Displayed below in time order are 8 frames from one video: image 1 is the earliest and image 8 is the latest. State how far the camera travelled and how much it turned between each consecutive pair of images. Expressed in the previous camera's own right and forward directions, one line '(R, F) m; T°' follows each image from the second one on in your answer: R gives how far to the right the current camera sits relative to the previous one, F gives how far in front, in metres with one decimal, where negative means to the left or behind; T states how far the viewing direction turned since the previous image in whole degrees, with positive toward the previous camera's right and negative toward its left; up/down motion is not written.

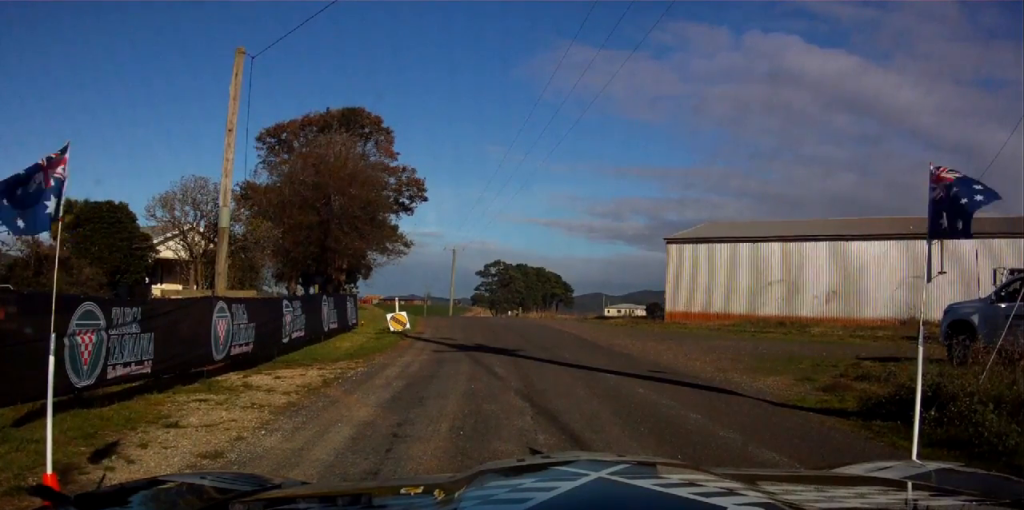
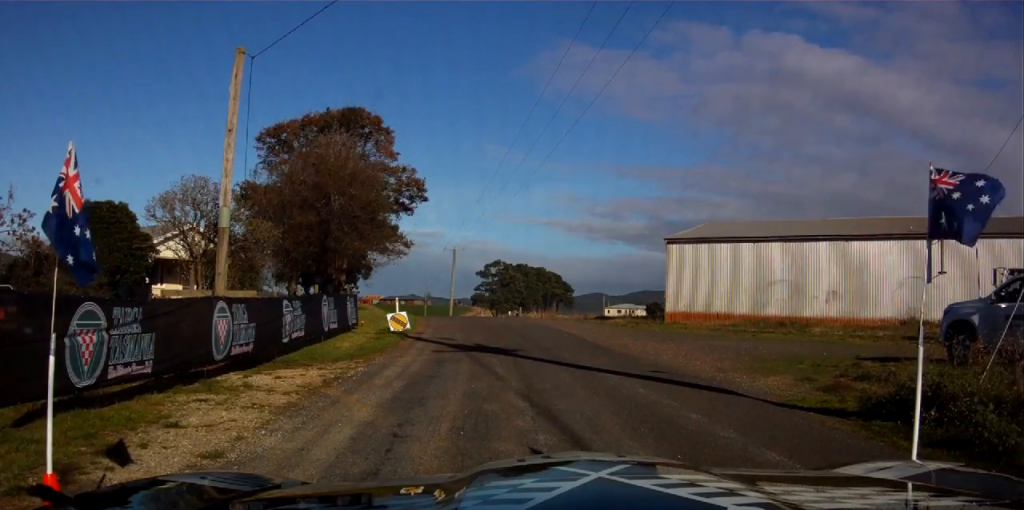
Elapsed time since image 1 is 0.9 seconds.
(+0.1, -0.1) m; 0°
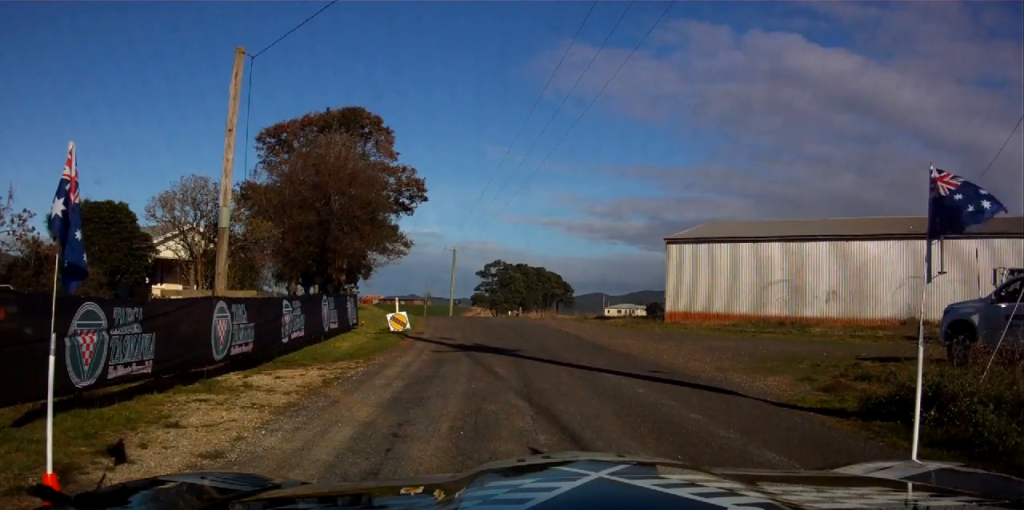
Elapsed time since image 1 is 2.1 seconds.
(0.0, 0.0) m; 0°
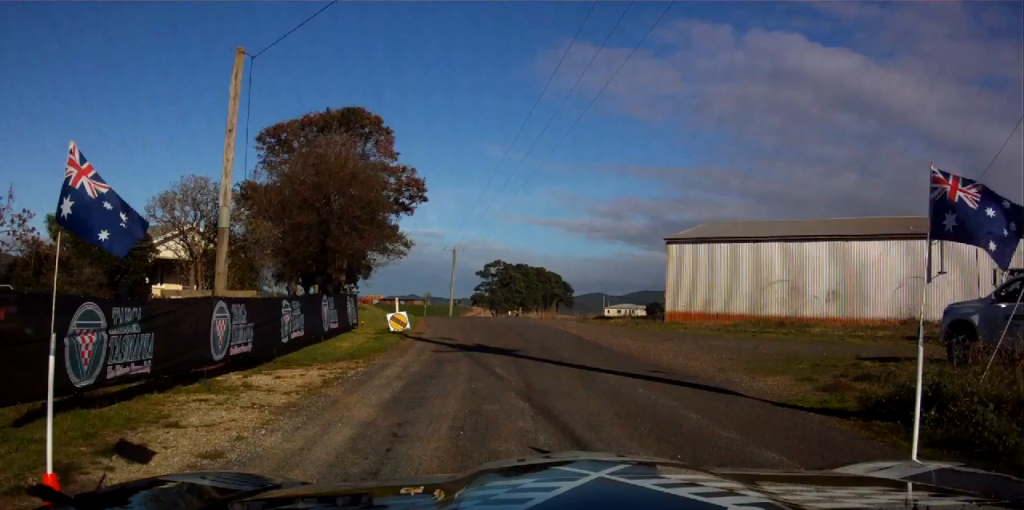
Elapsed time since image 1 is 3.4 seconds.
(0.0, 0.0) m; 0°
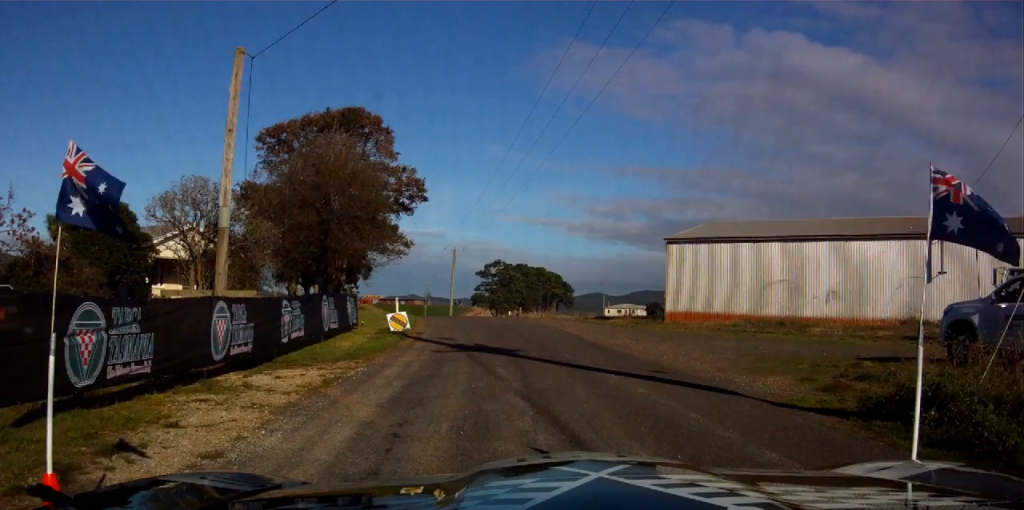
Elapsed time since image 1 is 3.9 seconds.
(0.0, 0.0) m; 0°
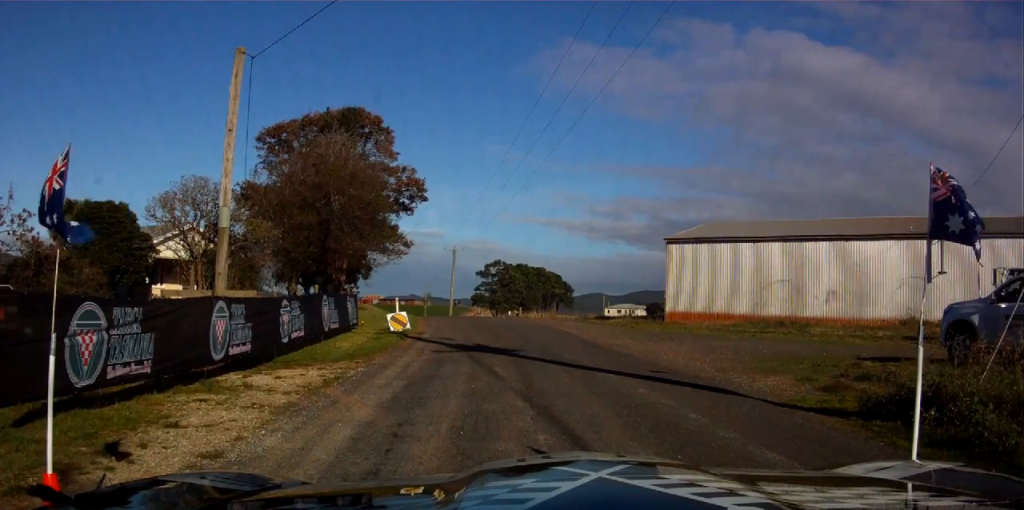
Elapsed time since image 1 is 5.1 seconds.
(0.0, 0.0) m; 0°
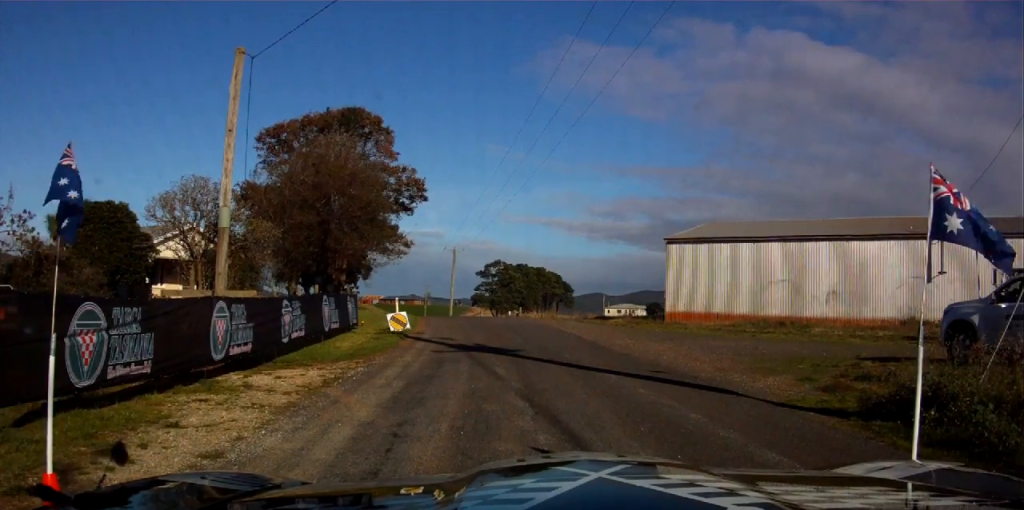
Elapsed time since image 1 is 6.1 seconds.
(0.0, 0.0) m; 0°
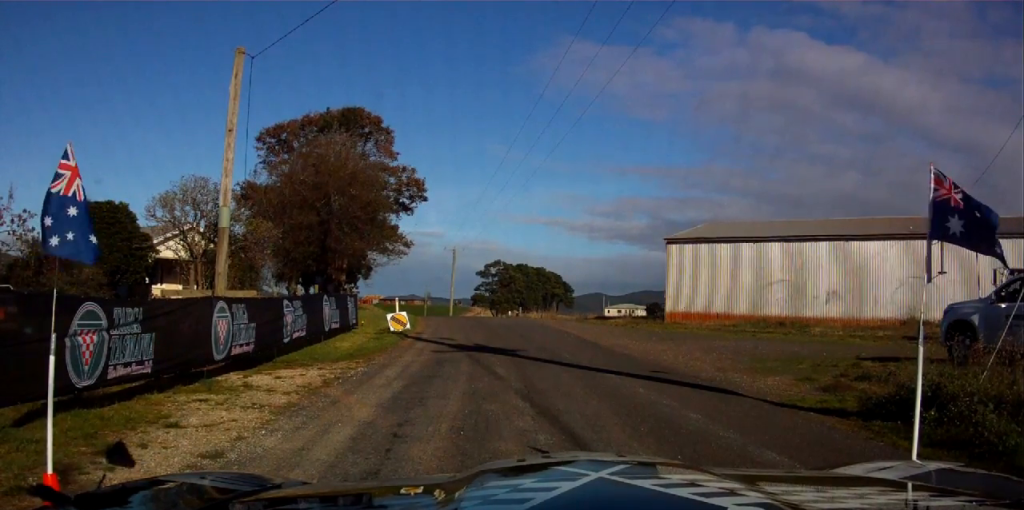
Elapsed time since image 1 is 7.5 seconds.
(0.0, 0.0) m; 0°
